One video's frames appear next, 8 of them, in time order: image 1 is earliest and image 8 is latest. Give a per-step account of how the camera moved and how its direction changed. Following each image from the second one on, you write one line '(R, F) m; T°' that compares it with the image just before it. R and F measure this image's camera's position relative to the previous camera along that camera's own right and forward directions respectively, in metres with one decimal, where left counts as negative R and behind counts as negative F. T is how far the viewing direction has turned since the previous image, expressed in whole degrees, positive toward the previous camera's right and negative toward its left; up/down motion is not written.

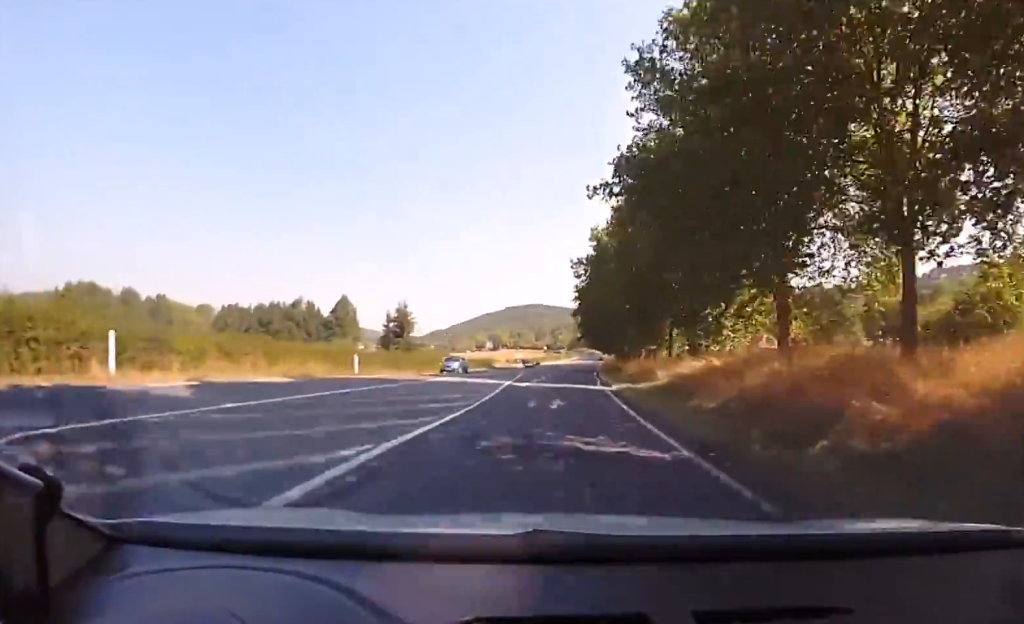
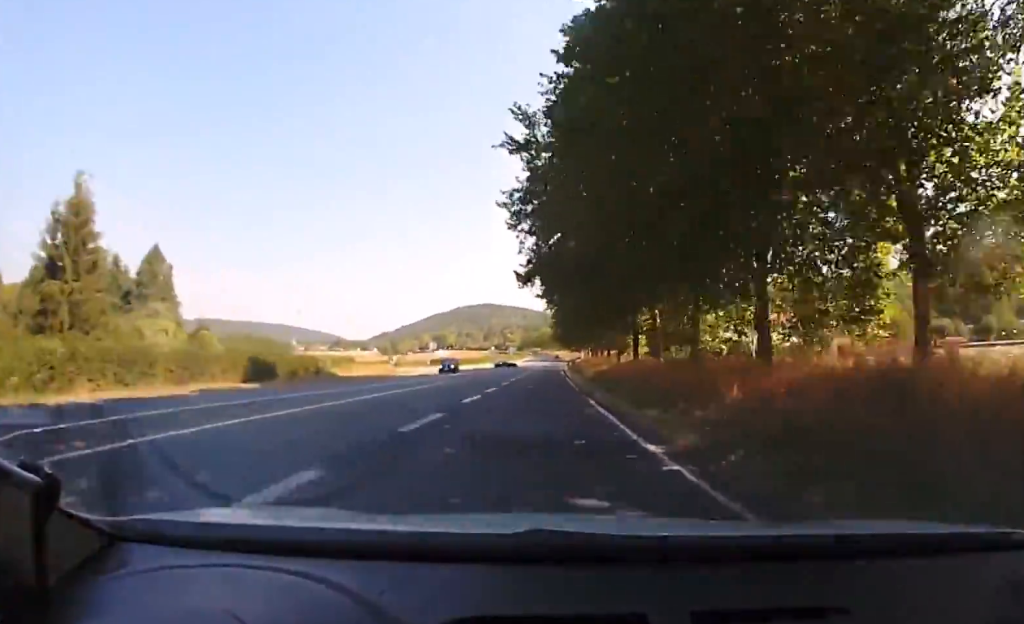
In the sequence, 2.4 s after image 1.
(+4.1, +55.9) m; +7°
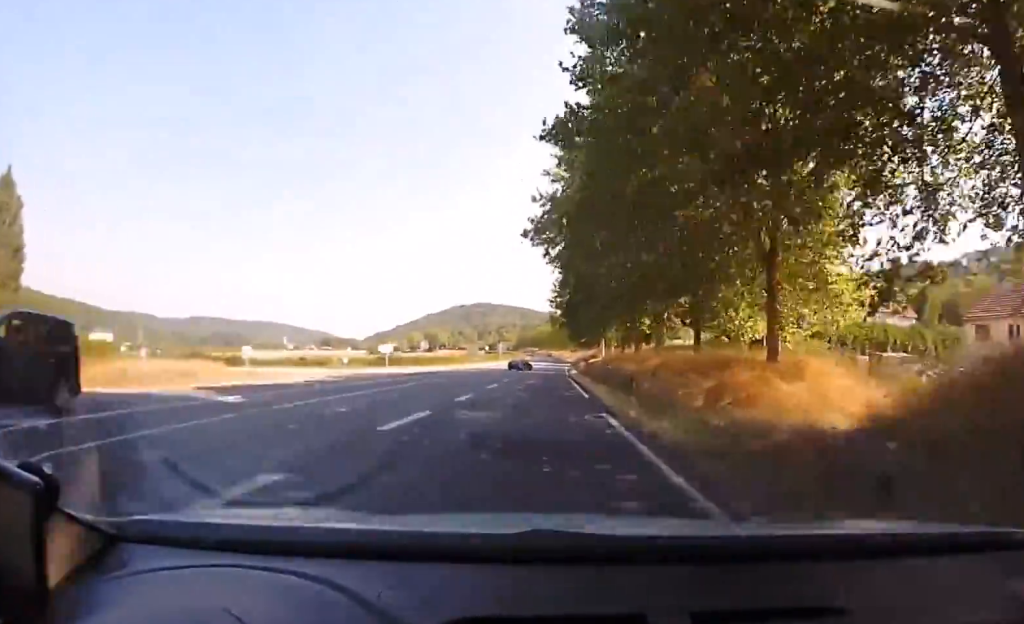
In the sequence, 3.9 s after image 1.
(+0.4, +34.5) m; +1°
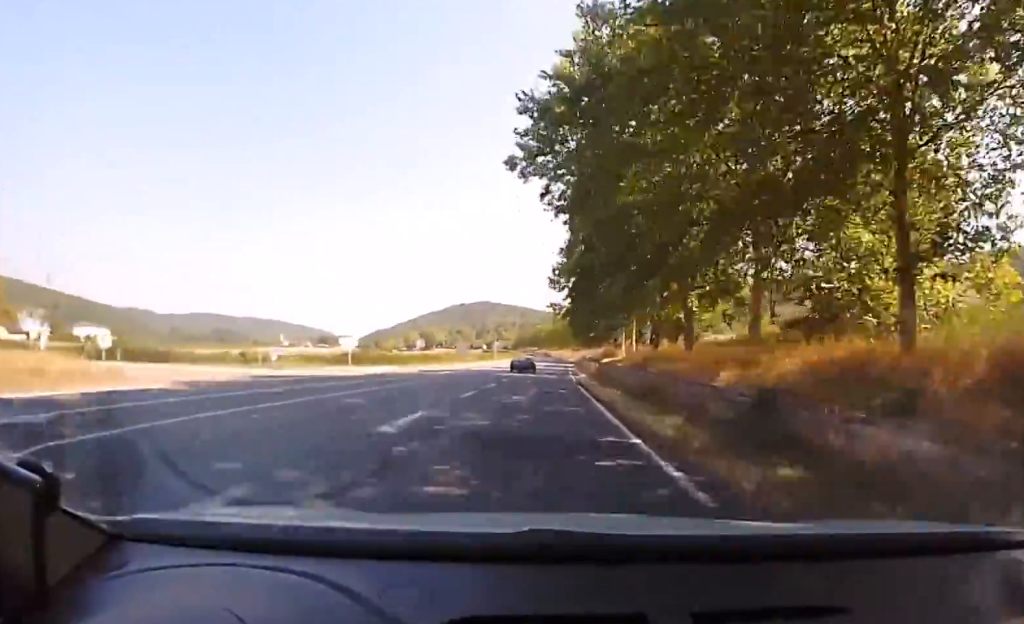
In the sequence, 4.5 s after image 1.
(+0.2, +14.3) m; 0°
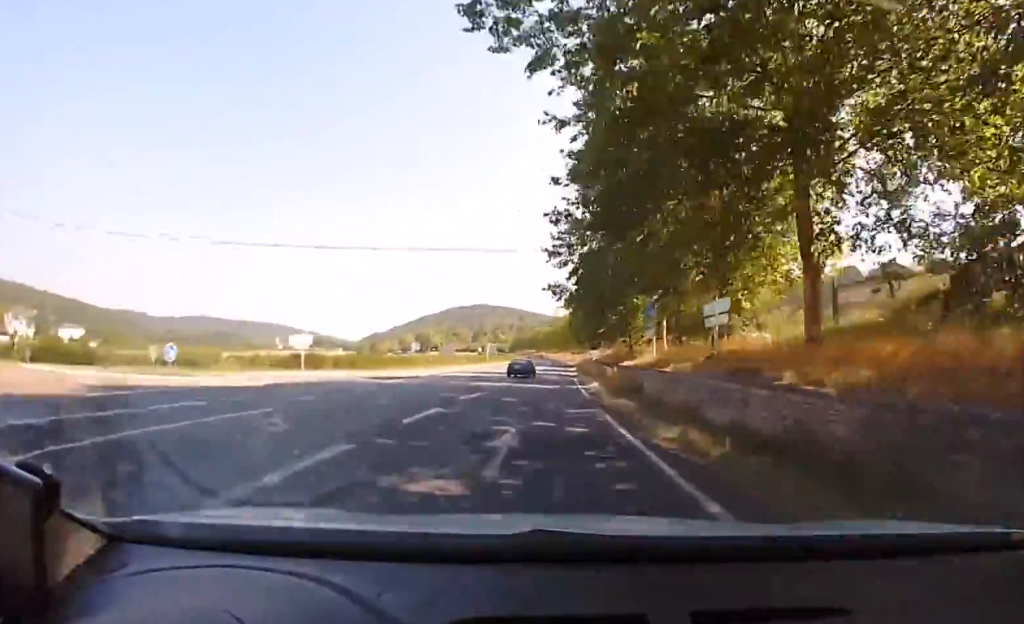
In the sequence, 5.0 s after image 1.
(-0.2, +11.7) m; 0°
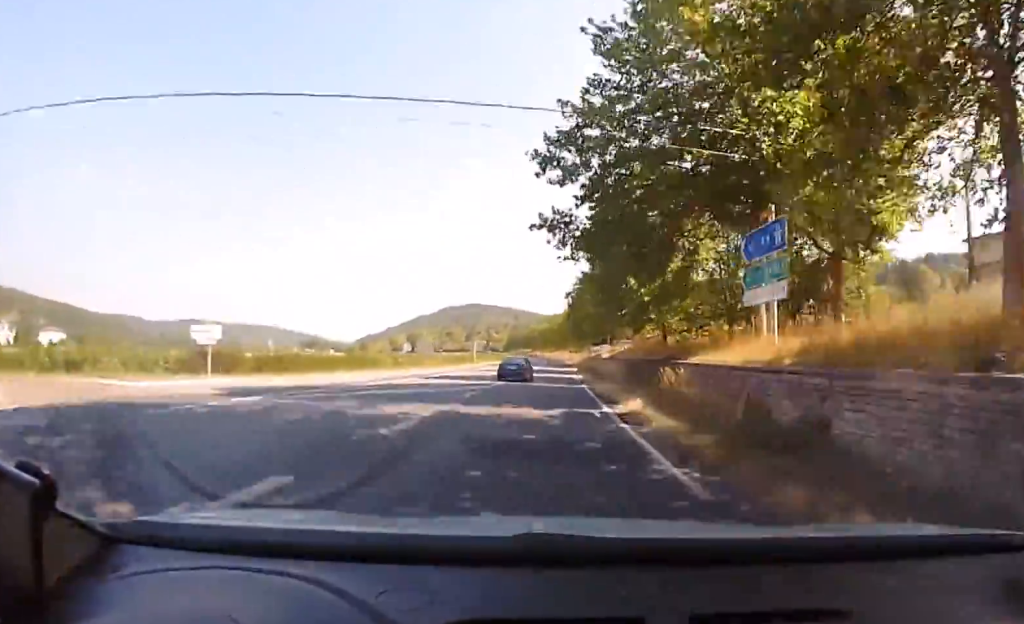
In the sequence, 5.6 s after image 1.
(-0.2, +14.8) m; 0°
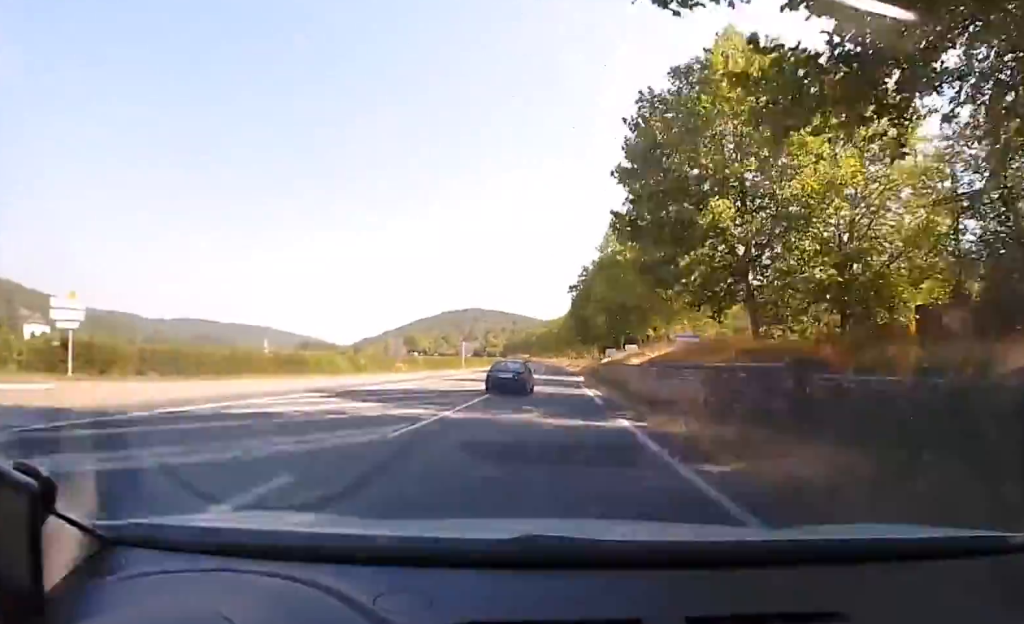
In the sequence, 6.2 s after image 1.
(+0.3, +14.2) m; 0°
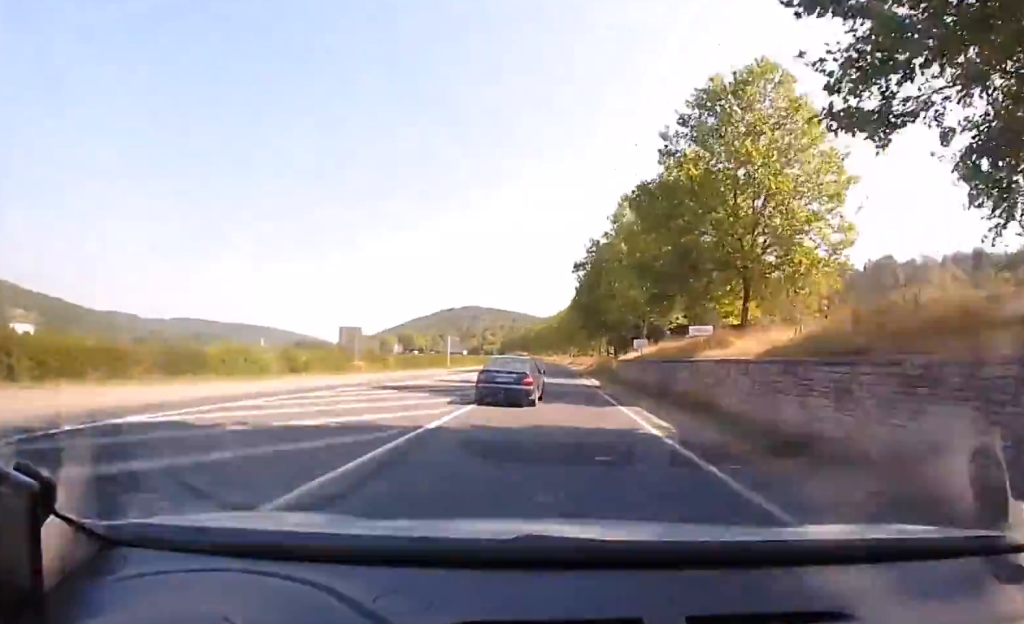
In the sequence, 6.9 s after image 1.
(0.0, +15.0) m; 0°
